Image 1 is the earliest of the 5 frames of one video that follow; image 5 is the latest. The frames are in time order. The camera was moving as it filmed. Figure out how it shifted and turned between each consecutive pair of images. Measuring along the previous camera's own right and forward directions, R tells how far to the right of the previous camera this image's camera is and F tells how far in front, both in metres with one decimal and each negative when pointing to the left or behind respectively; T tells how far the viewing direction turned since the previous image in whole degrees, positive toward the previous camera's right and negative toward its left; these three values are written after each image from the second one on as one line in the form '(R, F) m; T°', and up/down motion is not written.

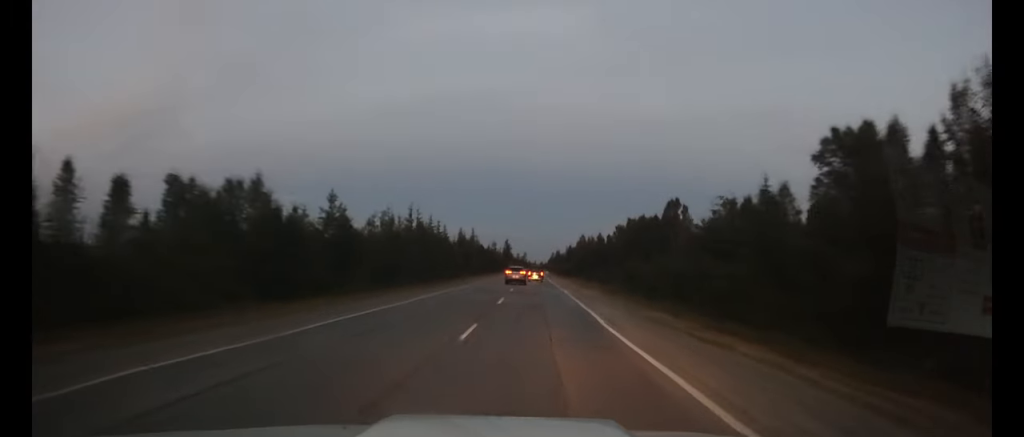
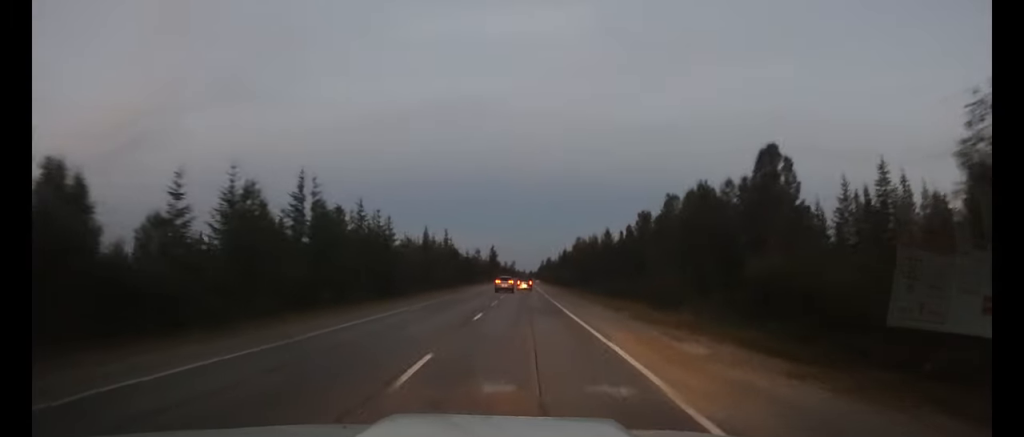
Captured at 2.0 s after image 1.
(+0.2, +28.2) m; +1°
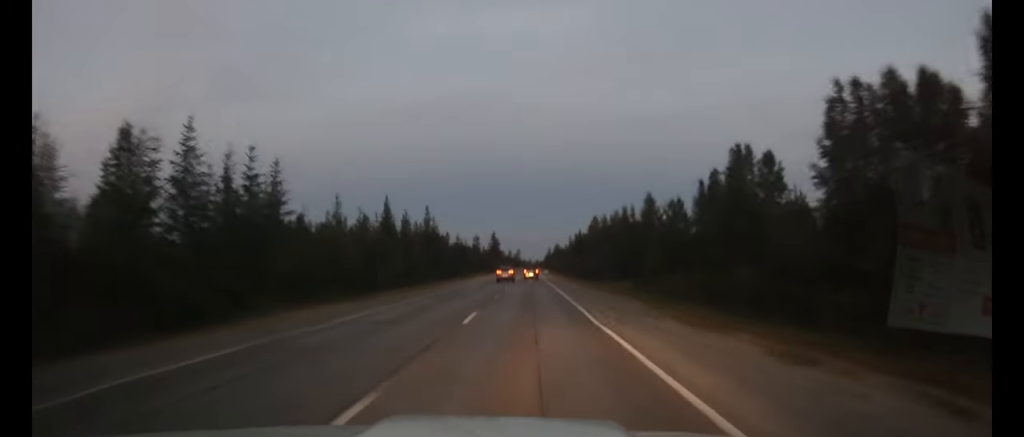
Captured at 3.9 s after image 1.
(0.0, +27.8) m; 0°
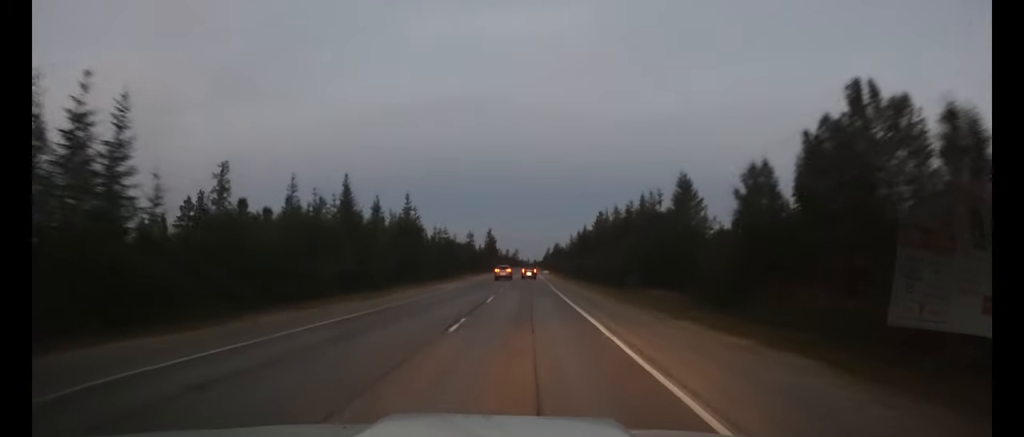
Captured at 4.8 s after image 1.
(0.0, +13.8) m; 0°
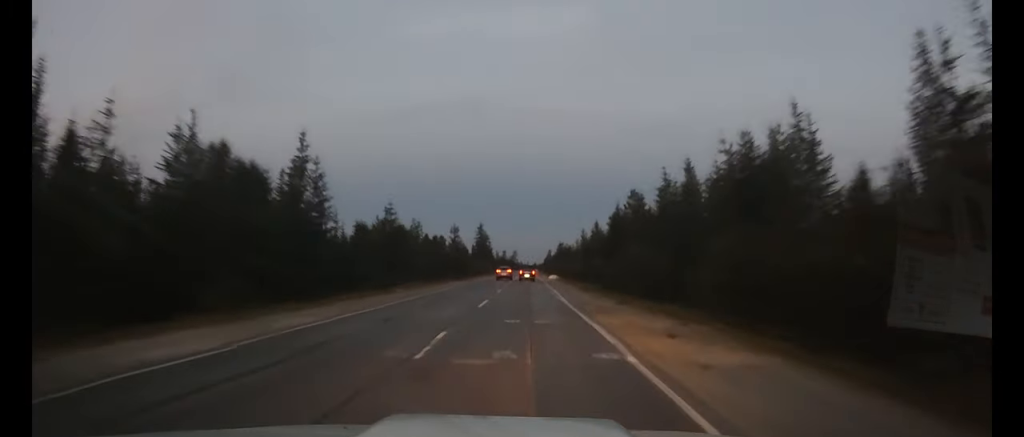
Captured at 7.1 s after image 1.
(0.0, +37.7) m; 0°
